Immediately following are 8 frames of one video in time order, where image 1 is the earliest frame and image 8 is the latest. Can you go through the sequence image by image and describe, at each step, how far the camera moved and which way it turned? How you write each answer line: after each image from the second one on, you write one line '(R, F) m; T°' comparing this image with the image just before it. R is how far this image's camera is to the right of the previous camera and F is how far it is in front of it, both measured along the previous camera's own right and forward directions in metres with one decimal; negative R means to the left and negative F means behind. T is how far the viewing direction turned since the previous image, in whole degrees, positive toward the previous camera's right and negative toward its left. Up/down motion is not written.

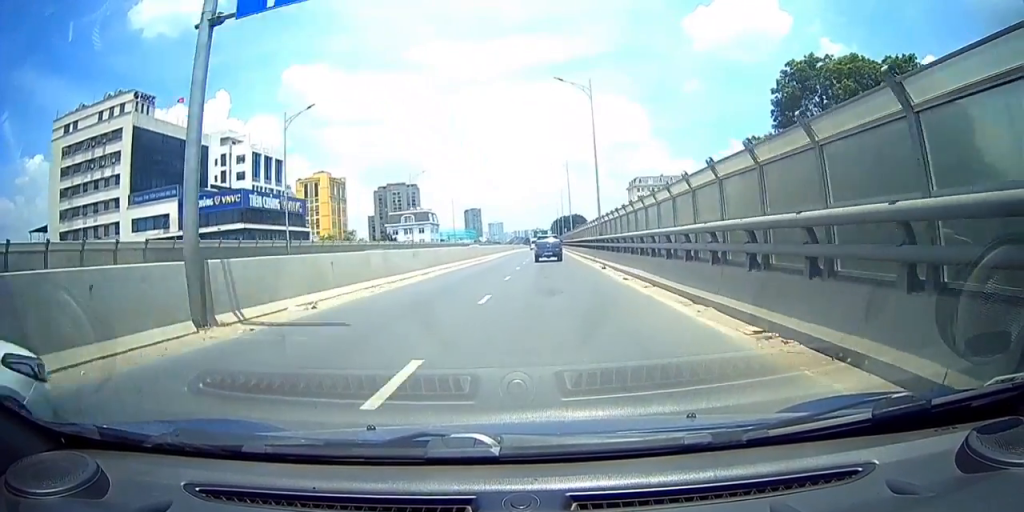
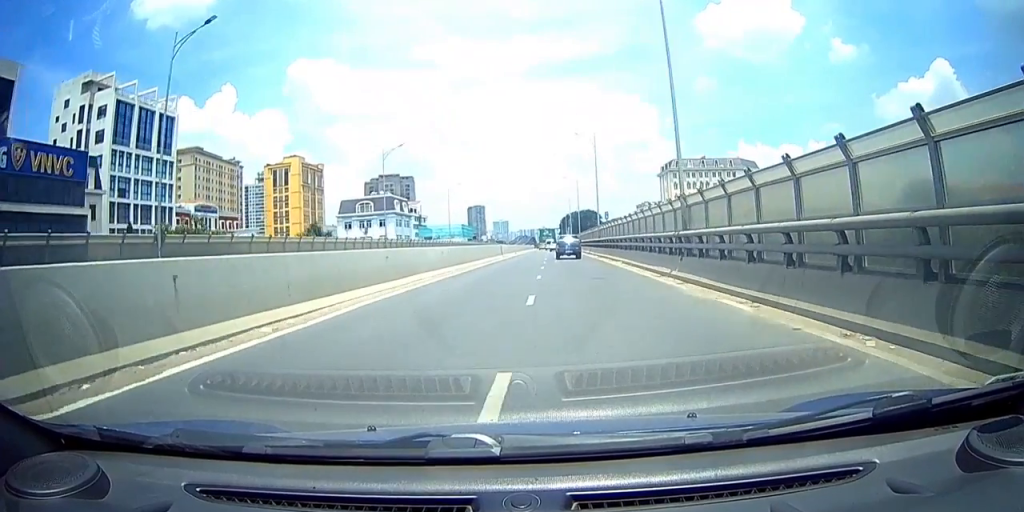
(+0.1, +42.5) m; +2°
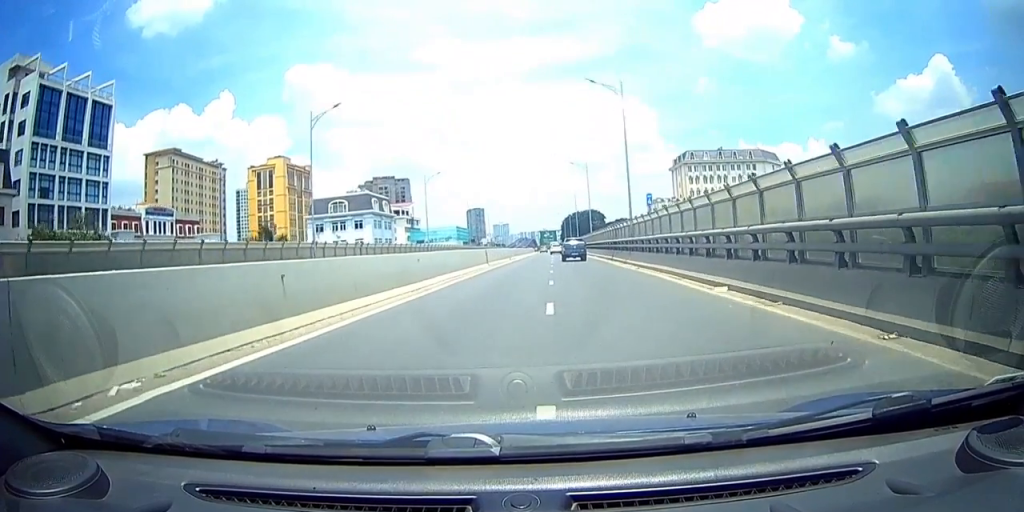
(+0.2, +16.2) m; -1°
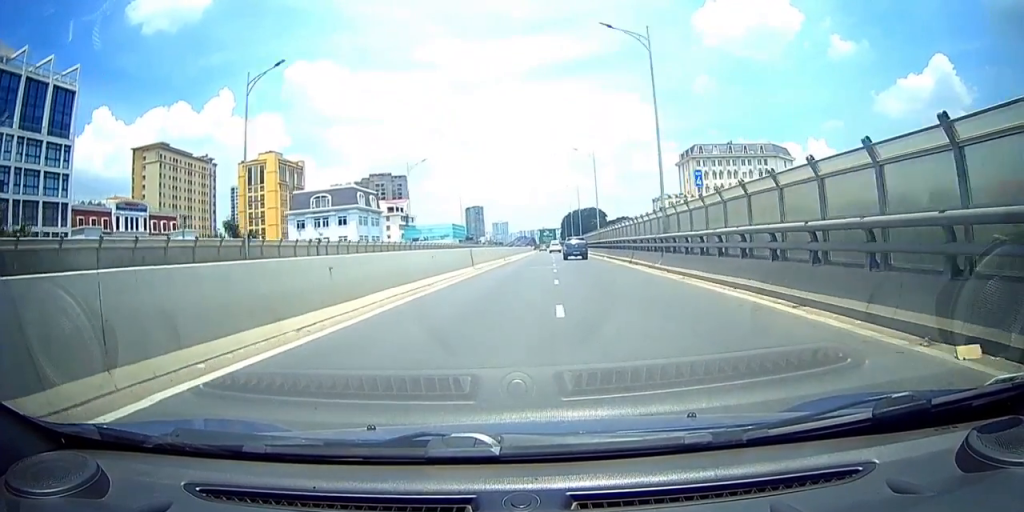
(-0.1, +8.0) m; -1°
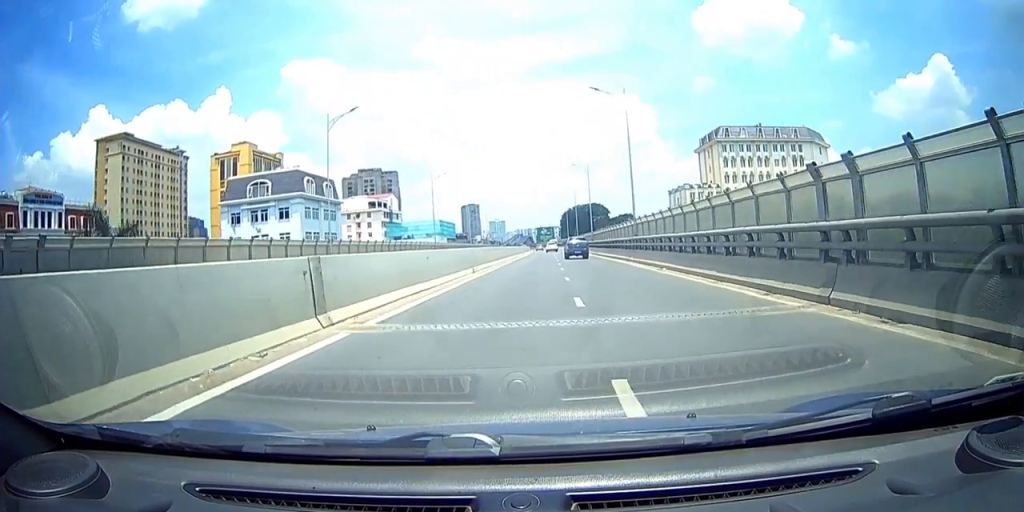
(-0.6, +21.4) m; -2°
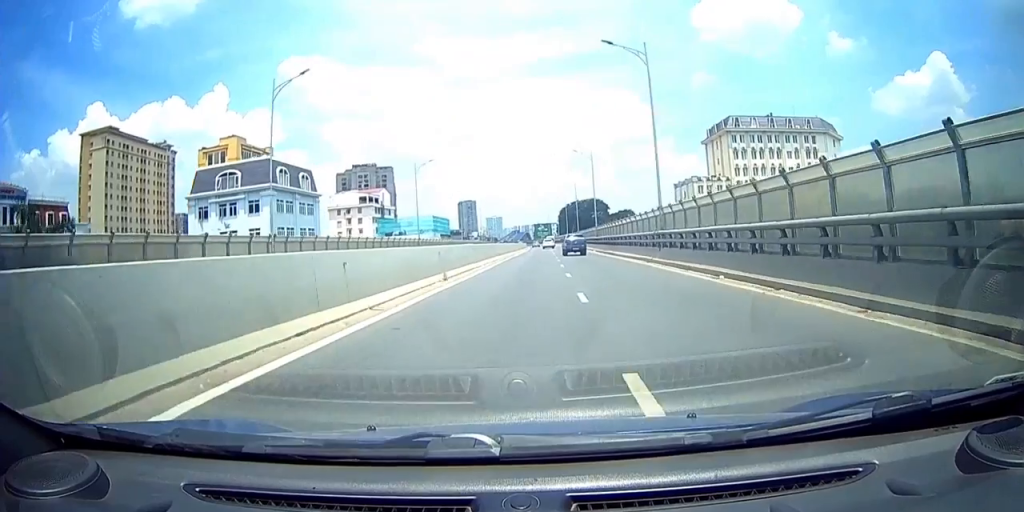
(0.0, +7.7) m; 0°
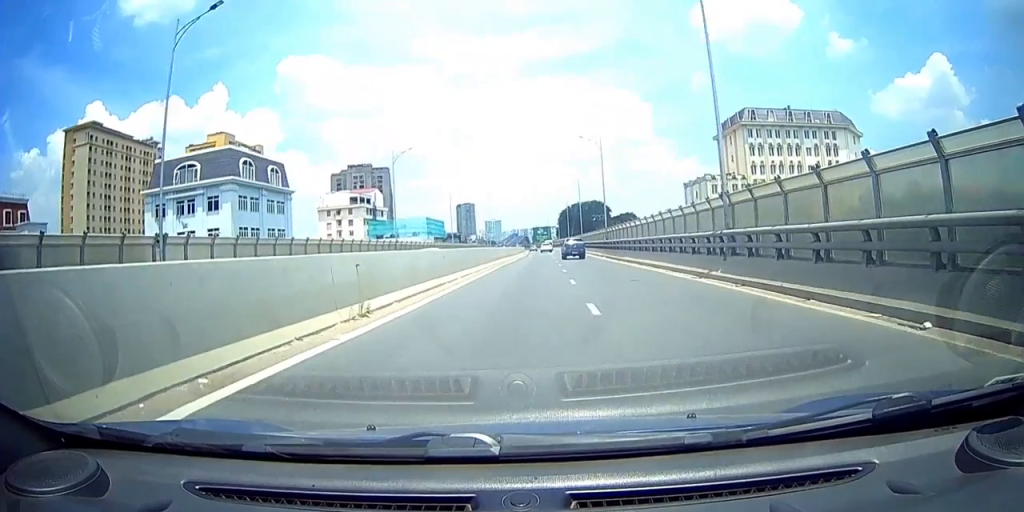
(0.0, +9.1) m; 0°
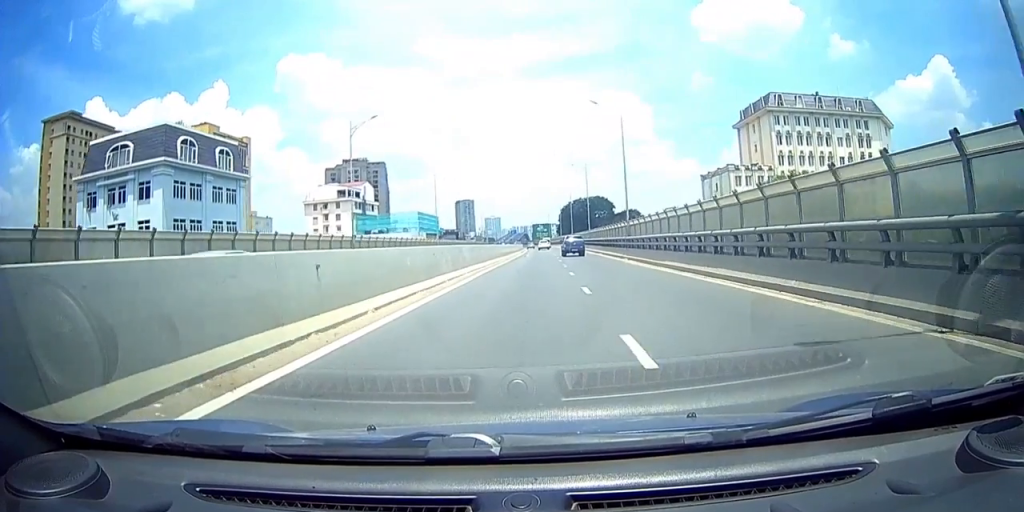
(0.0, +12.0) m; +1°
